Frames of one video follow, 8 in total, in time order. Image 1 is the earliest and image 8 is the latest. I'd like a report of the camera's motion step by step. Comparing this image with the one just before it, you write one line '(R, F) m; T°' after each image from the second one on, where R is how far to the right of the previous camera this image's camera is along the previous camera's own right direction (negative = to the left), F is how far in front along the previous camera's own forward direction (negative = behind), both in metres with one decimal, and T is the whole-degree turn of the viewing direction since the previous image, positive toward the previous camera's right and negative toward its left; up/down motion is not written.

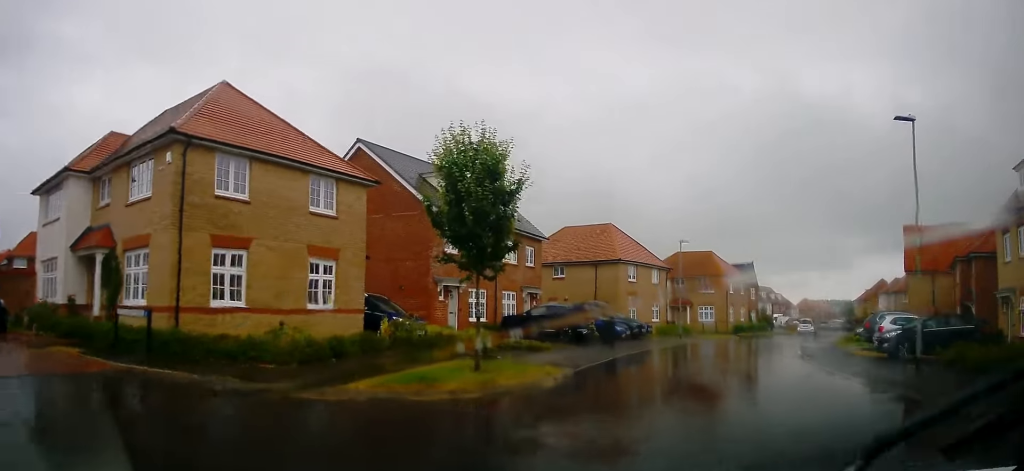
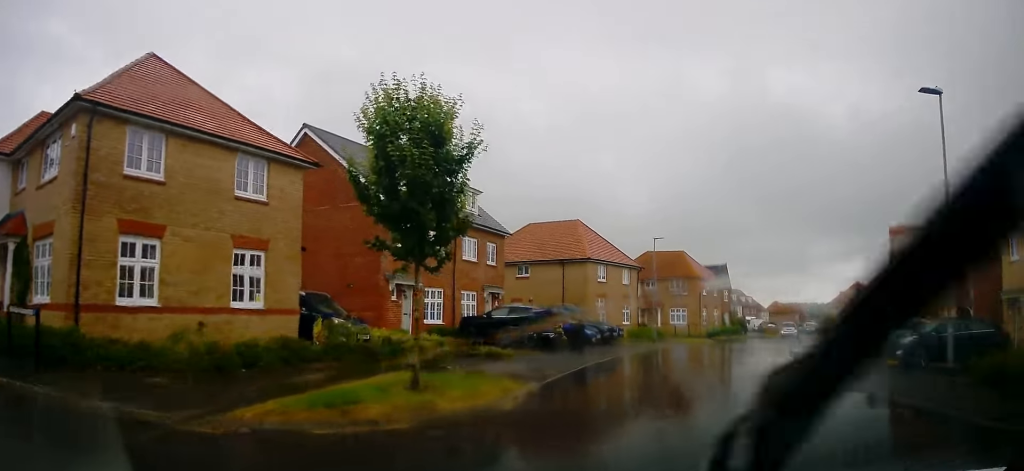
(+0.2, +2.6) m; +4°
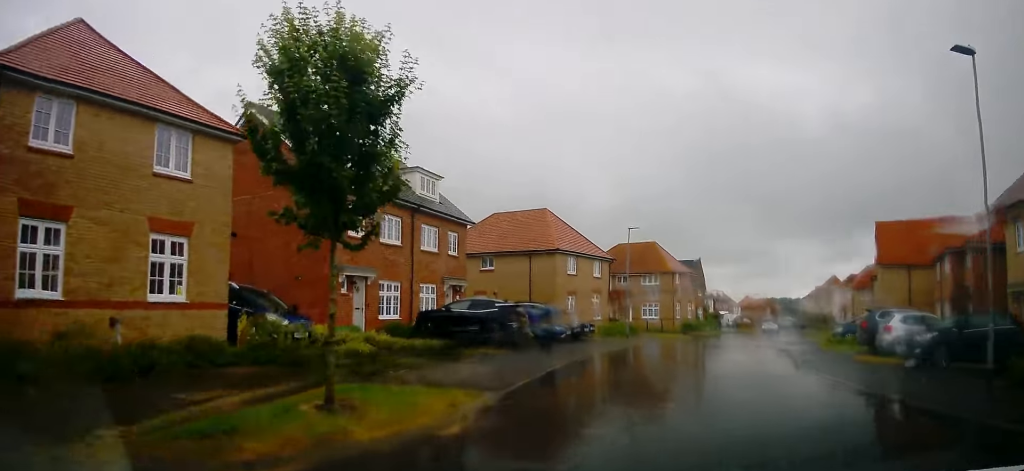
(+0.1, +2.3) m; +3°
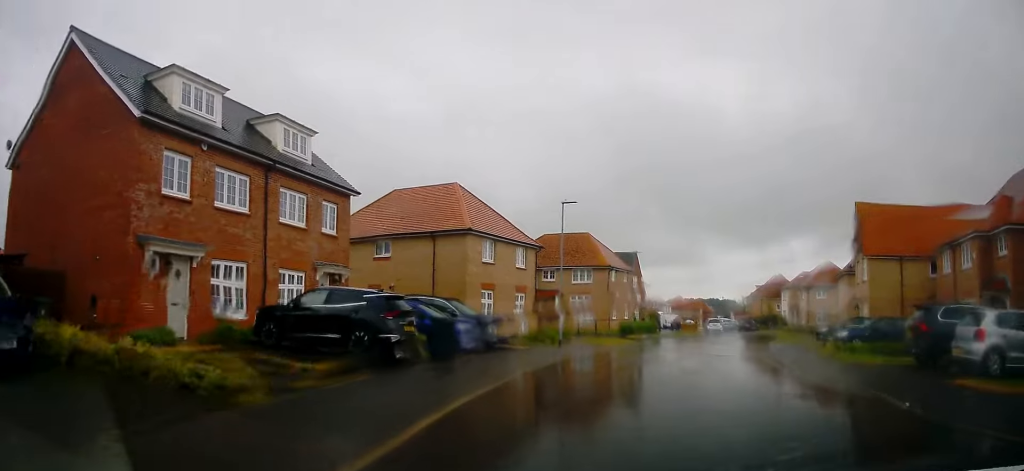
(+0.6, +7.8) m; +8°
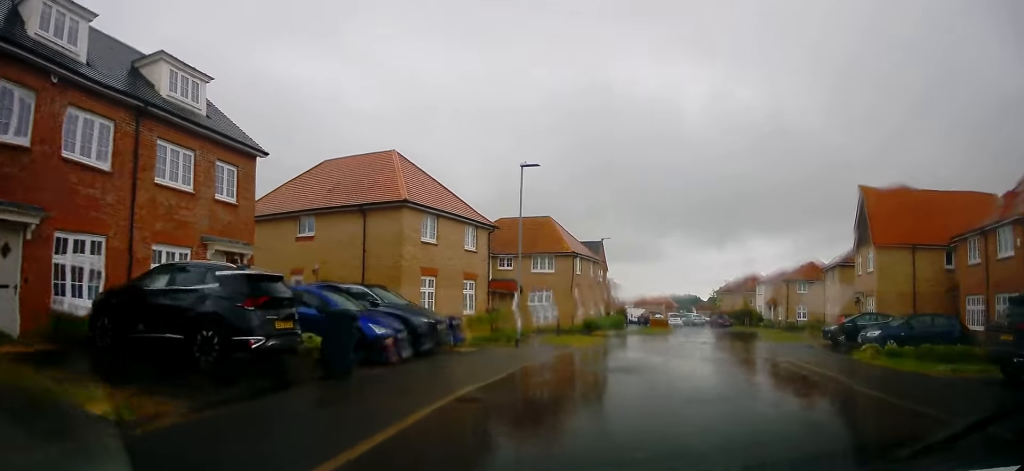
(+0.2, +5.2) m; +2°
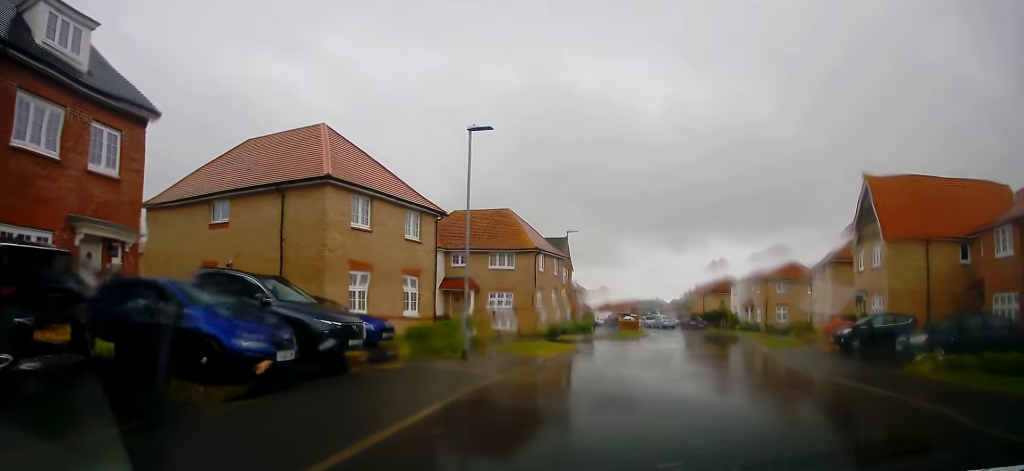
(0.0, +4.3) m; 0°
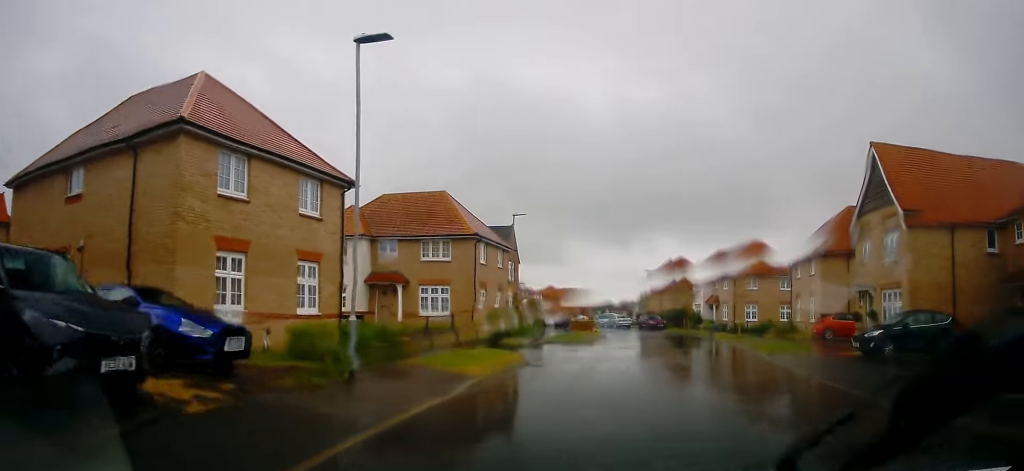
(0.0, +5.5) m; +6°
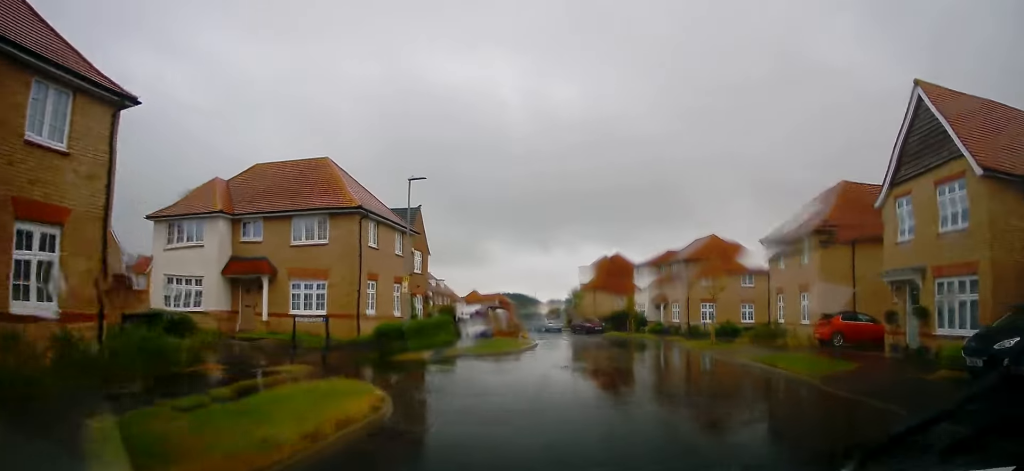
(+1.0, +8.1) m; +9°
